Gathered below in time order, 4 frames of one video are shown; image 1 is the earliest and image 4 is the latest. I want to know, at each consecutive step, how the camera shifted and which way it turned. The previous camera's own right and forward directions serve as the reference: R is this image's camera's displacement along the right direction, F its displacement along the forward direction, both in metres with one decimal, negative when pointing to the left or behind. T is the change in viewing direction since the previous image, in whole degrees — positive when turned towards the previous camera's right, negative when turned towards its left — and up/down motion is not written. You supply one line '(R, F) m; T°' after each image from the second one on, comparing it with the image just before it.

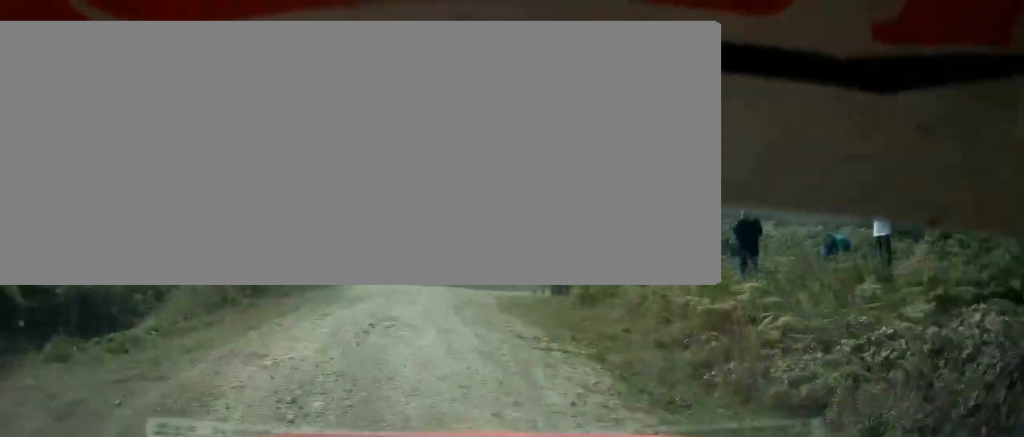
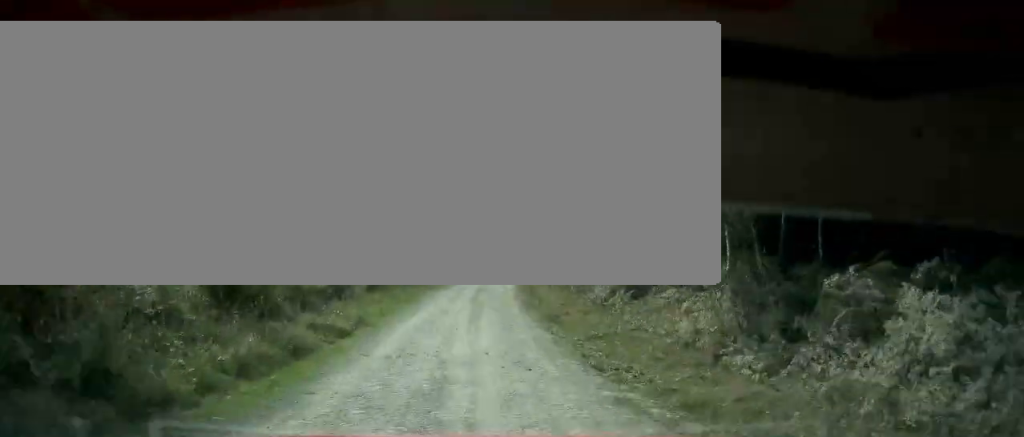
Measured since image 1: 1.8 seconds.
(+2.8, +51.4) m; +4°
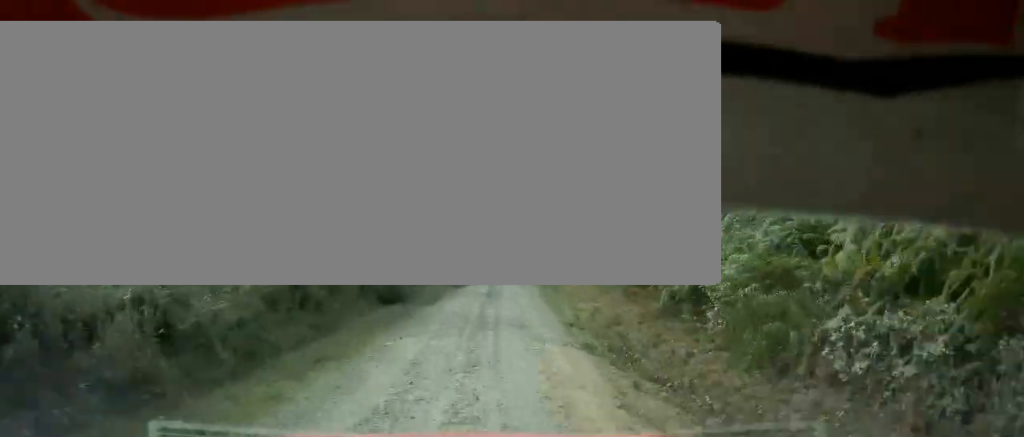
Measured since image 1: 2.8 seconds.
(+0.4, +30.8) m; +2°
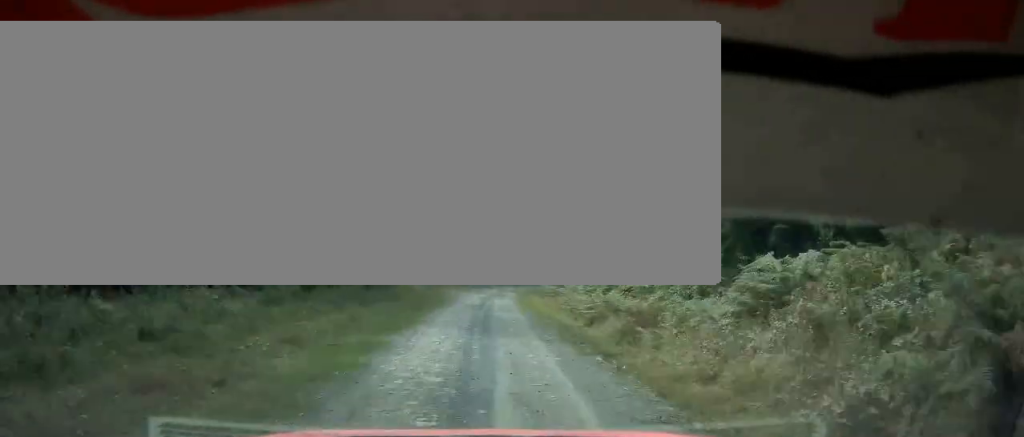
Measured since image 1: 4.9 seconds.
(+2.2, +70.4) m; +6°
